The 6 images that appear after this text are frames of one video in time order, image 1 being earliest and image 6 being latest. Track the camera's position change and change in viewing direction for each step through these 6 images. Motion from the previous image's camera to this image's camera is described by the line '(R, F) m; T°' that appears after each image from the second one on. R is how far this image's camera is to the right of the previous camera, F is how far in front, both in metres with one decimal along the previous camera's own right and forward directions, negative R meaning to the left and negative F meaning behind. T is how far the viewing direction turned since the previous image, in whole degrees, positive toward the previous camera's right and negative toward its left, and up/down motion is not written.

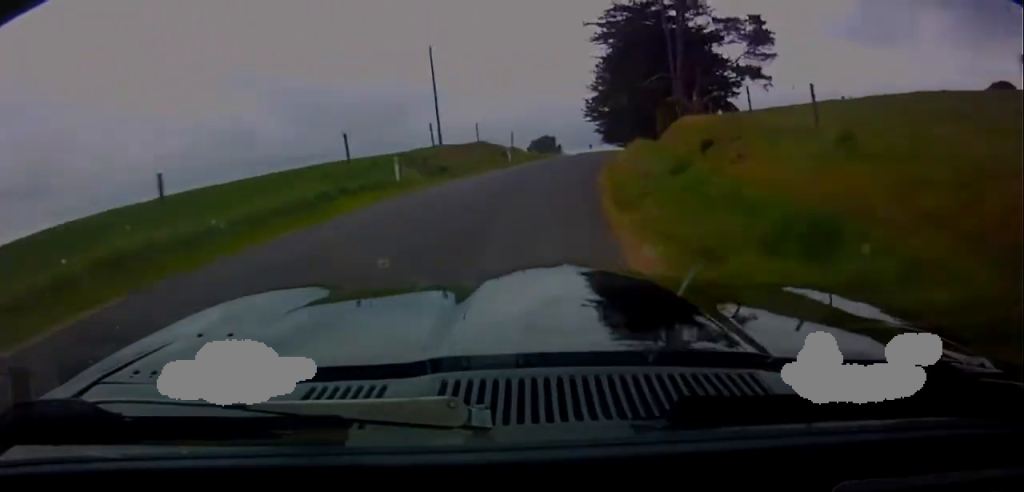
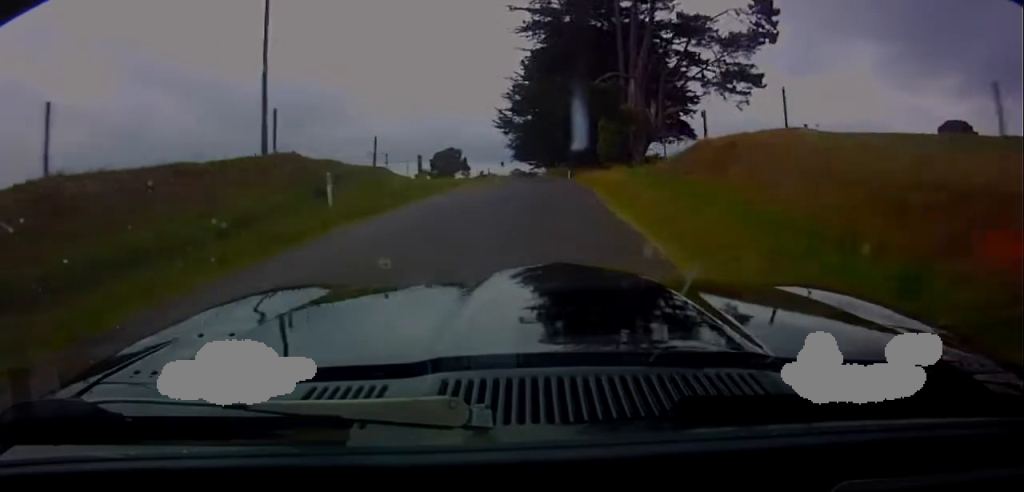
(+2.2, +22.0) m; +5°
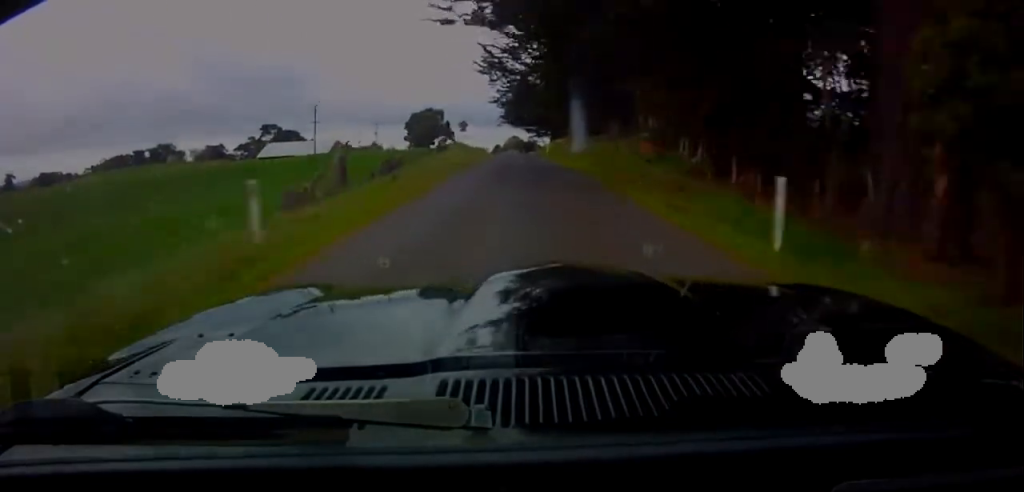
(+0.6, +53.1) m; -1°
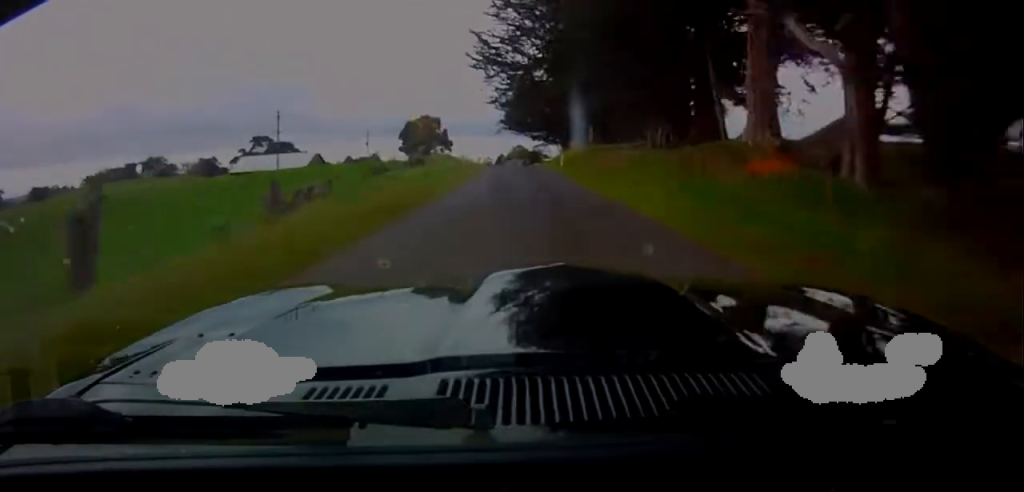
(-0.2, +18.9) m; -2°
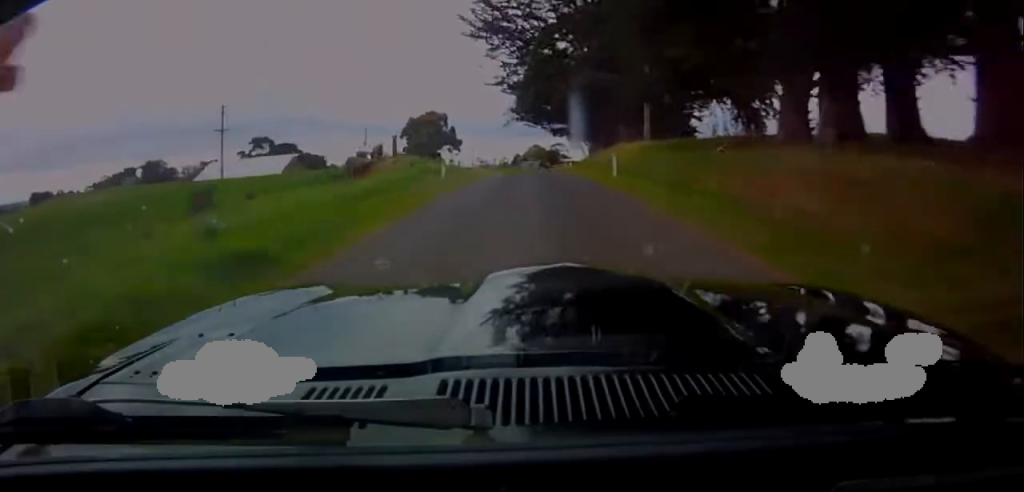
(-0.4, +22.7) m; -2°
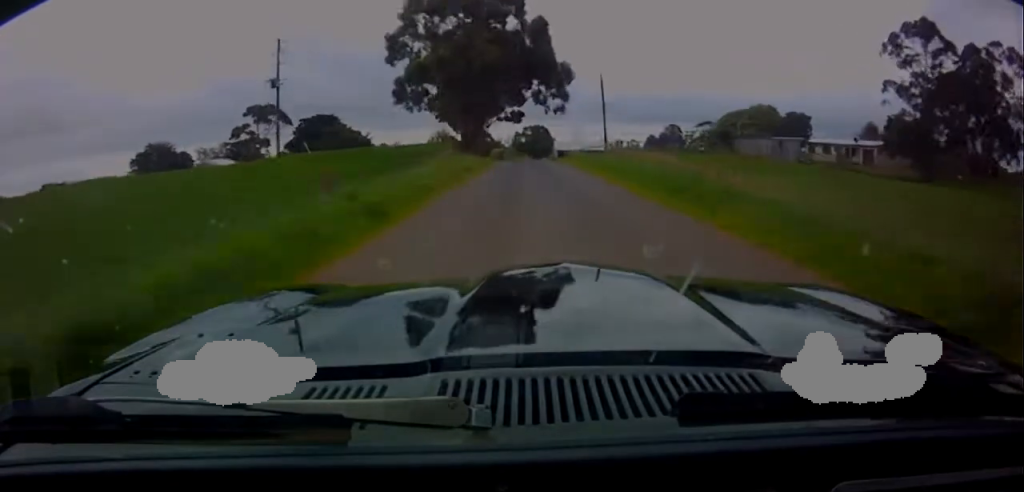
(-11.6, +122.6) m; -10°
